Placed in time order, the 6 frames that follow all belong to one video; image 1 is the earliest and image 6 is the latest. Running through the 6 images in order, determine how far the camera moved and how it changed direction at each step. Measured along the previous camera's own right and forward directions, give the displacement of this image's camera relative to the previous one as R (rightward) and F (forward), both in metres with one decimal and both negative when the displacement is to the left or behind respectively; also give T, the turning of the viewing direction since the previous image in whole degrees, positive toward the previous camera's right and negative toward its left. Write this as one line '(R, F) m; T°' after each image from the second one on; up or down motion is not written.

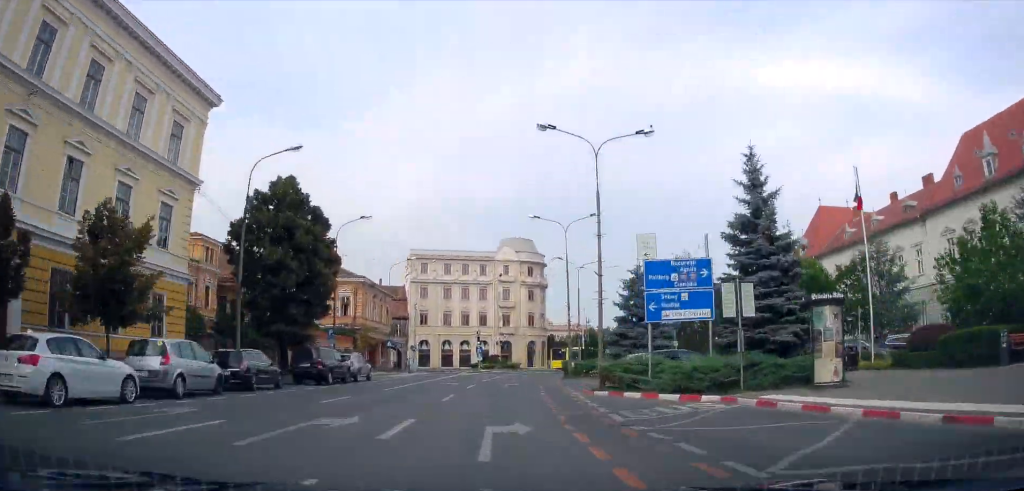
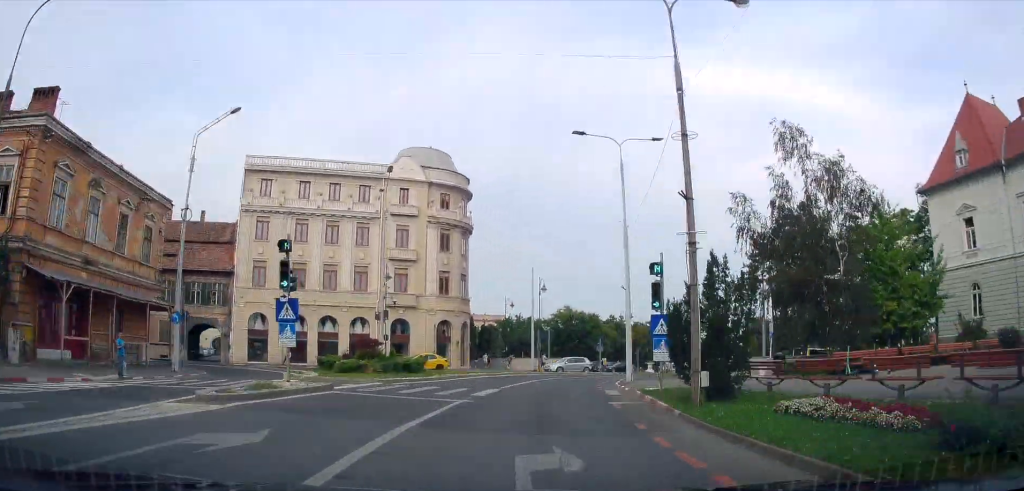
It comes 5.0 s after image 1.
(+6.2, +53.9) m; +4°
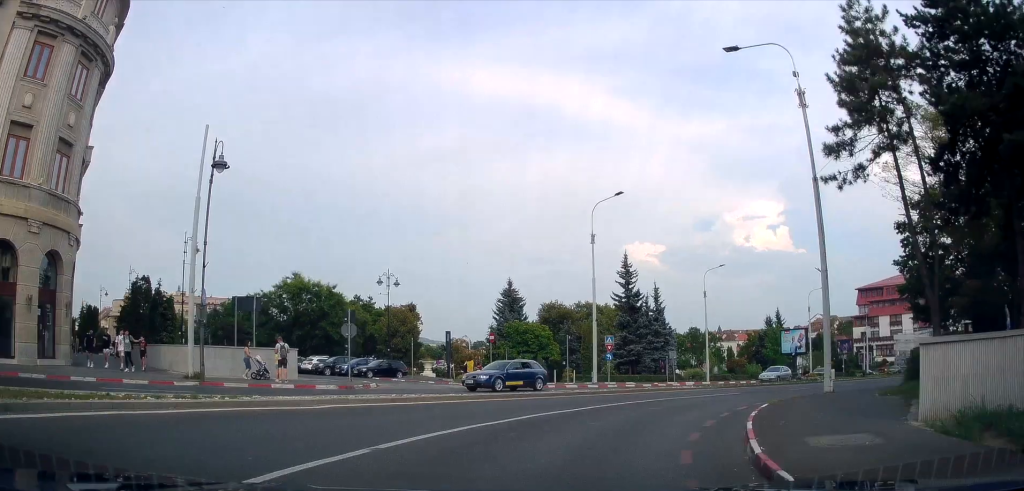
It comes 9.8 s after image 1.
(-0.5, +49.8) m; +11°
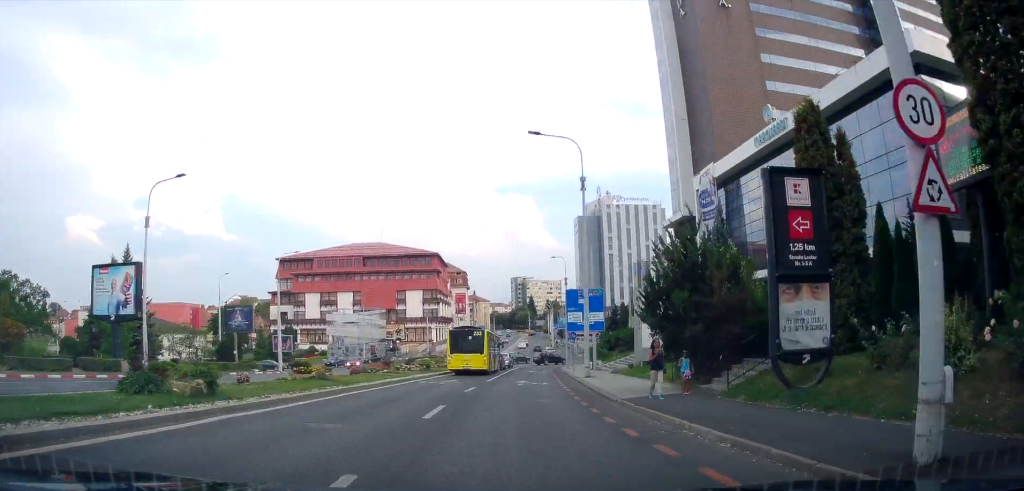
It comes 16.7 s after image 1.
(+20.9, +43.9) m; +50°
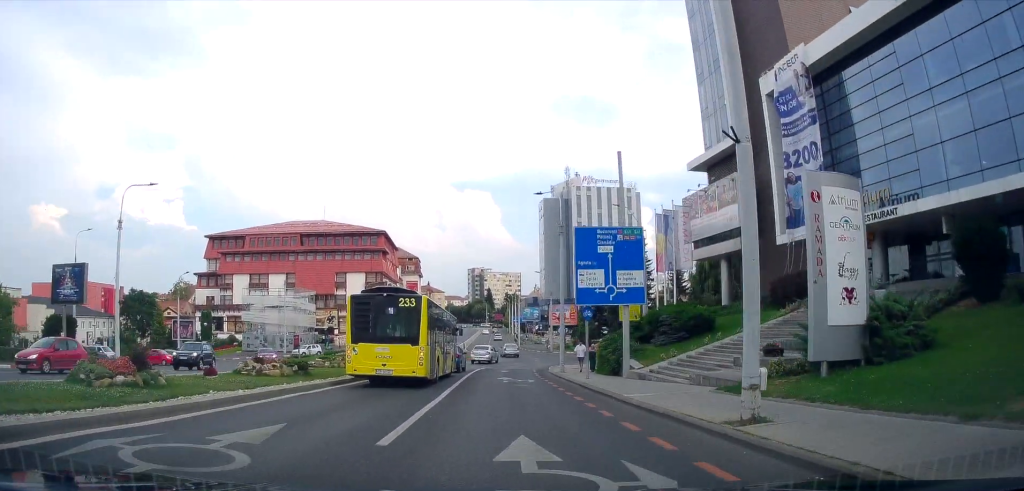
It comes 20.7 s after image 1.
(+2.6, +21.3) m; +8°
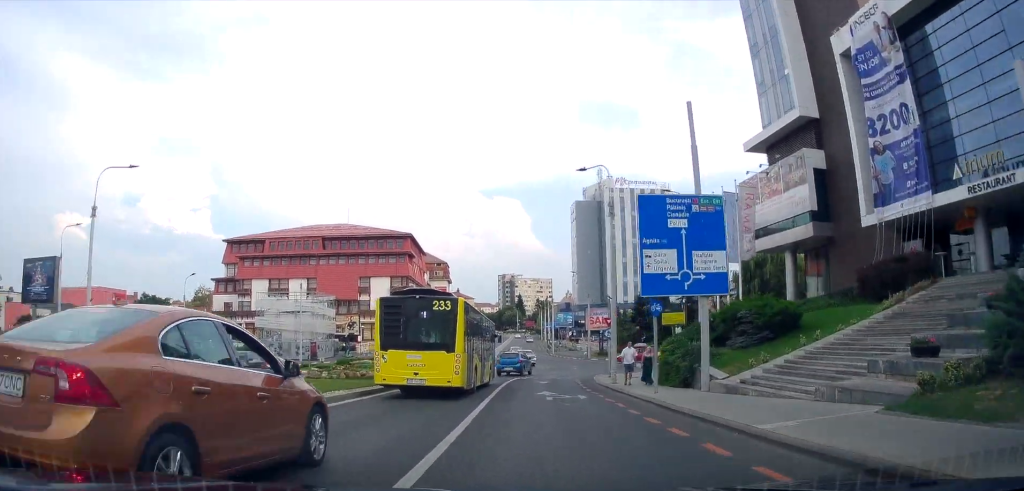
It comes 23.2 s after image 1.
(+0.3, +9.6) m; +2°
